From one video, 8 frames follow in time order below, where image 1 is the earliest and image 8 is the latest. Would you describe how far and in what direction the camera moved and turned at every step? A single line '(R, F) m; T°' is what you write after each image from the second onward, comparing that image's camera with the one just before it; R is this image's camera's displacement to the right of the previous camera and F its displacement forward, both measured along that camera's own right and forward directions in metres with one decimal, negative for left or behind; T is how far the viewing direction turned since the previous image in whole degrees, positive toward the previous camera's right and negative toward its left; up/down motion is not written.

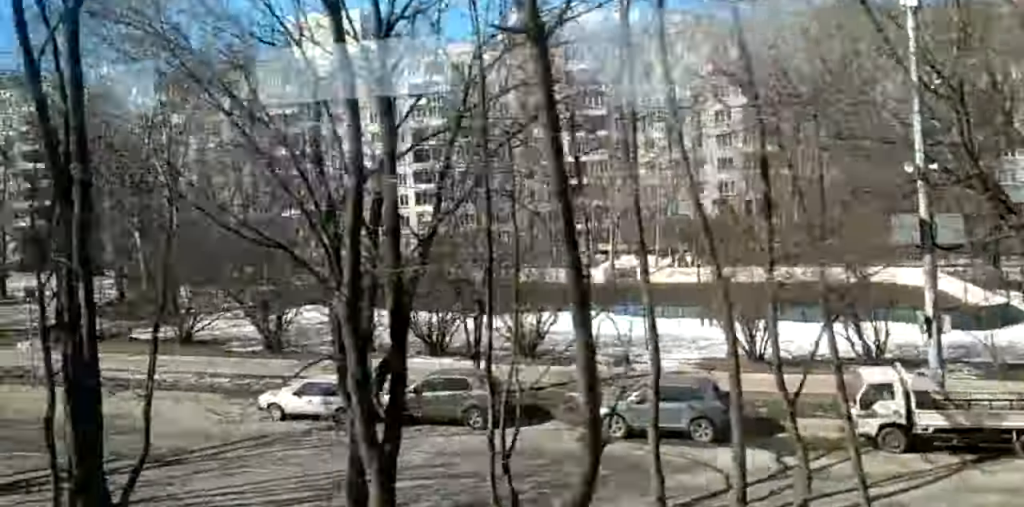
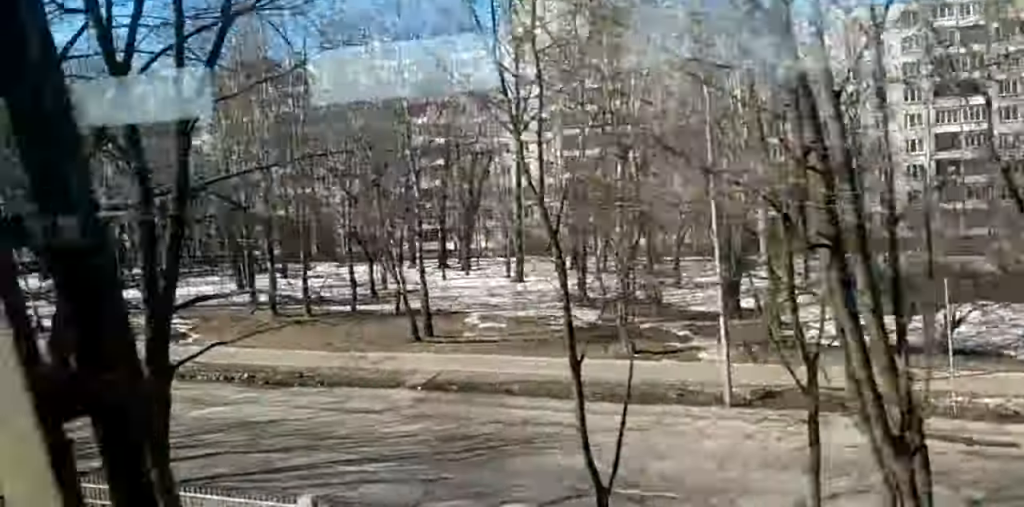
(-0.1, +33.0) m; -1°
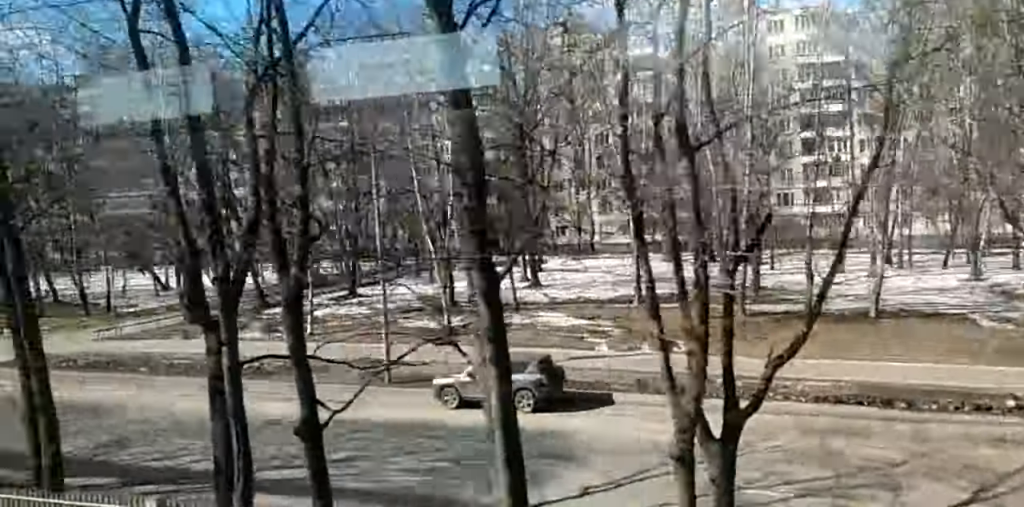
(-0.6, +26.7) m; -1°
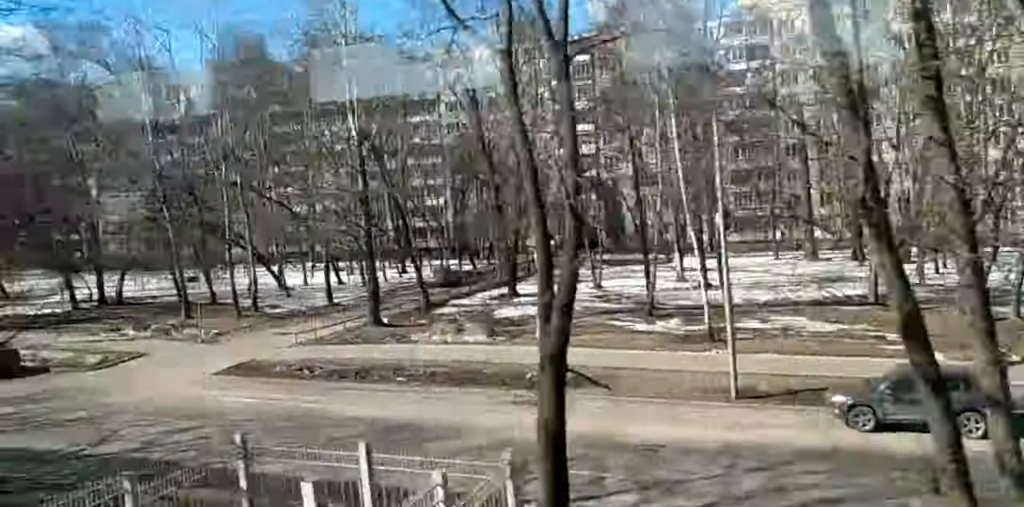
(-0.1, +11.8) m; +1°
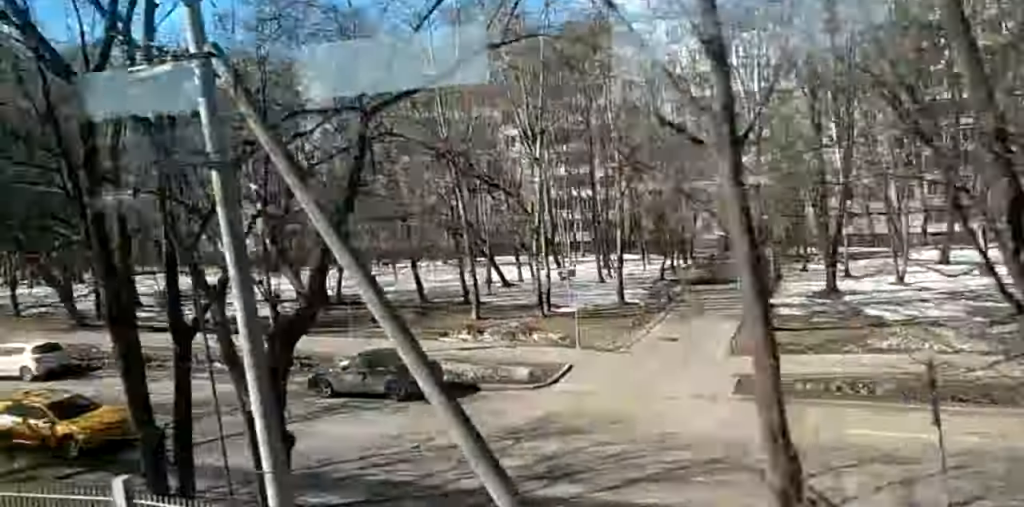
(+0.3, +20.5) m; 0°
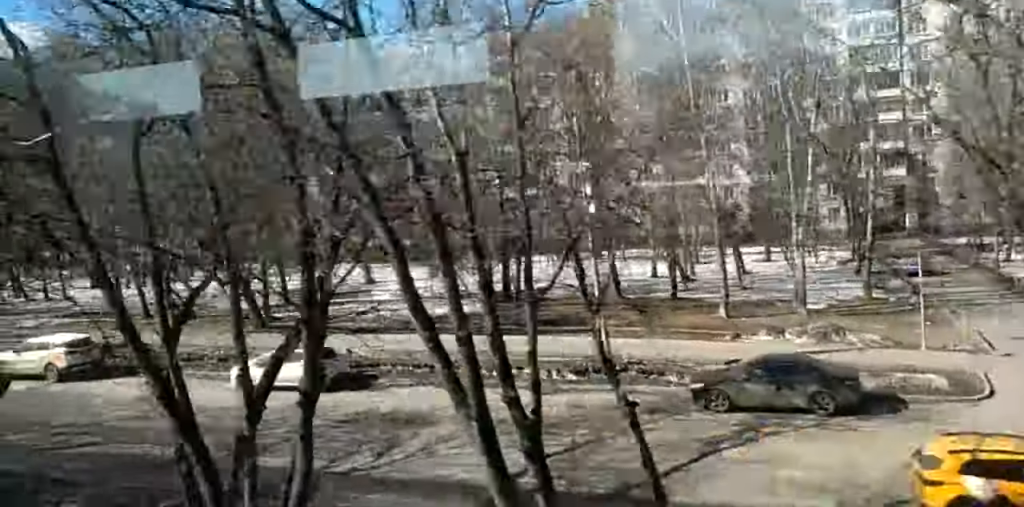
(-0.1, +13.7) m; 0°
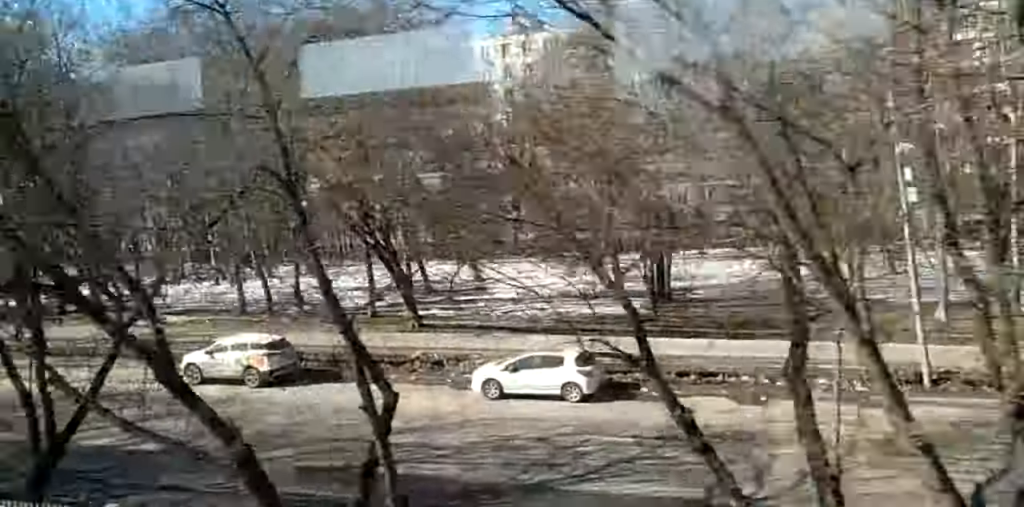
(-0.1, +9.4) m; 0°
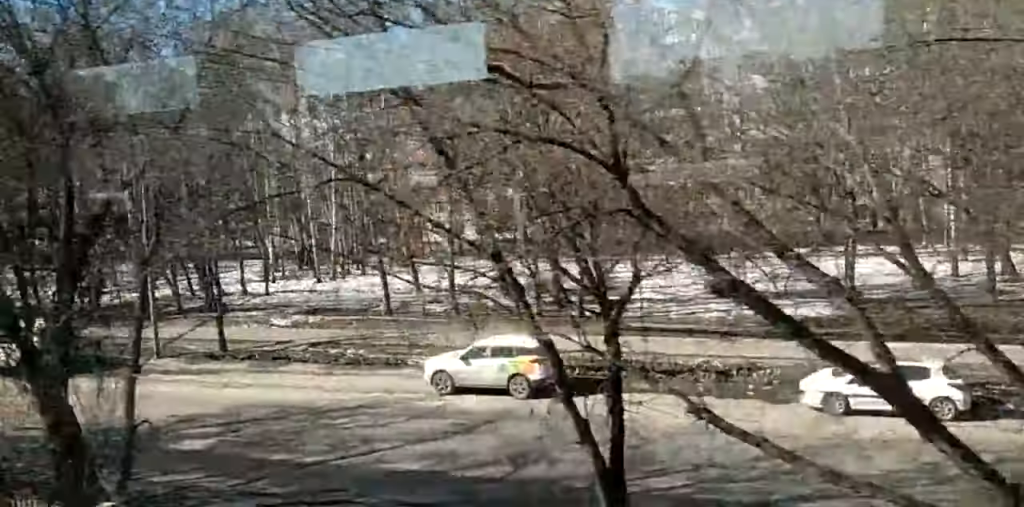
(0.0, +10.2) m; 0°
